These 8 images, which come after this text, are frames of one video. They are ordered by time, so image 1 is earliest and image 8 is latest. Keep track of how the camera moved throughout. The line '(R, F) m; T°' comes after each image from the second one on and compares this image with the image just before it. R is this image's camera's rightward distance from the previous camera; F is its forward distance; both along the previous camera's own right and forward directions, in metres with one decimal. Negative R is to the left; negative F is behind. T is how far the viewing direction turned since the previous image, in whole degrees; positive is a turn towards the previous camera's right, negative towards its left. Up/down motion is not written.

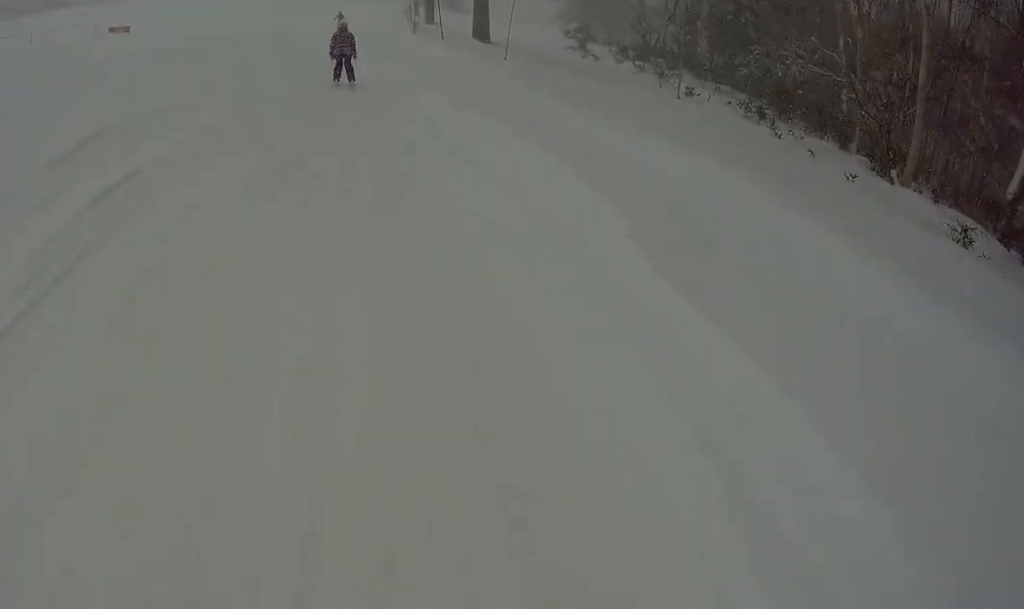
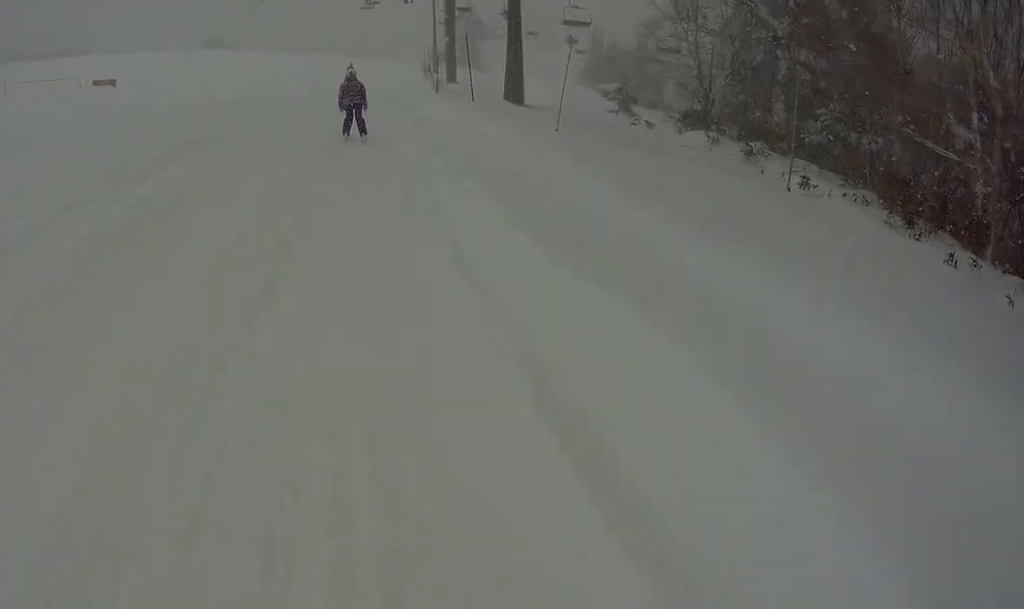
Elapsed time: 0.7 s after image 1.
(0.0, +5.6) m; 0°
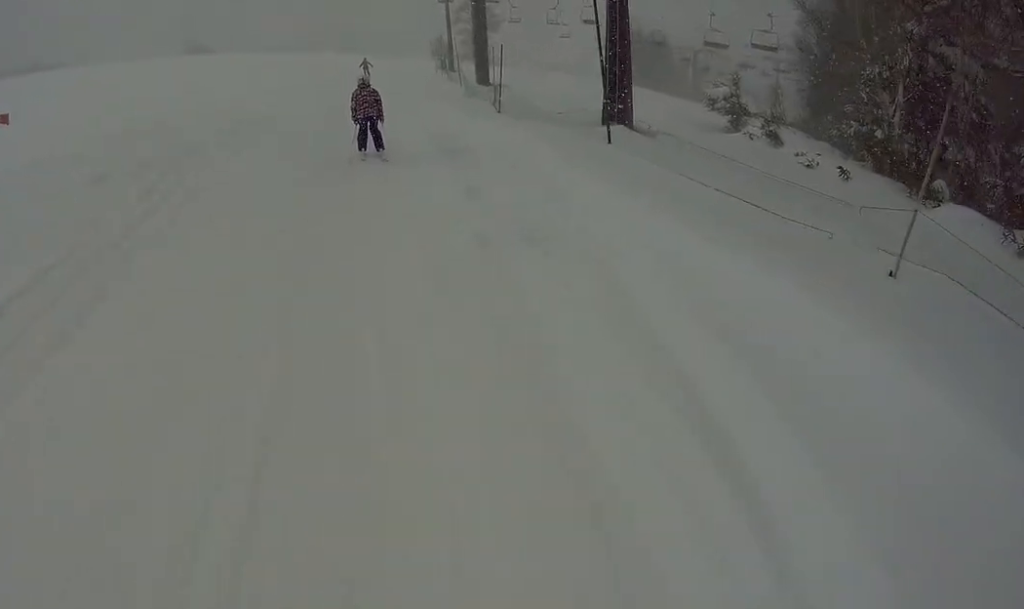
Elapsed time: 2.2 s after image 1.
(+0.3, +13.2) m; 0°
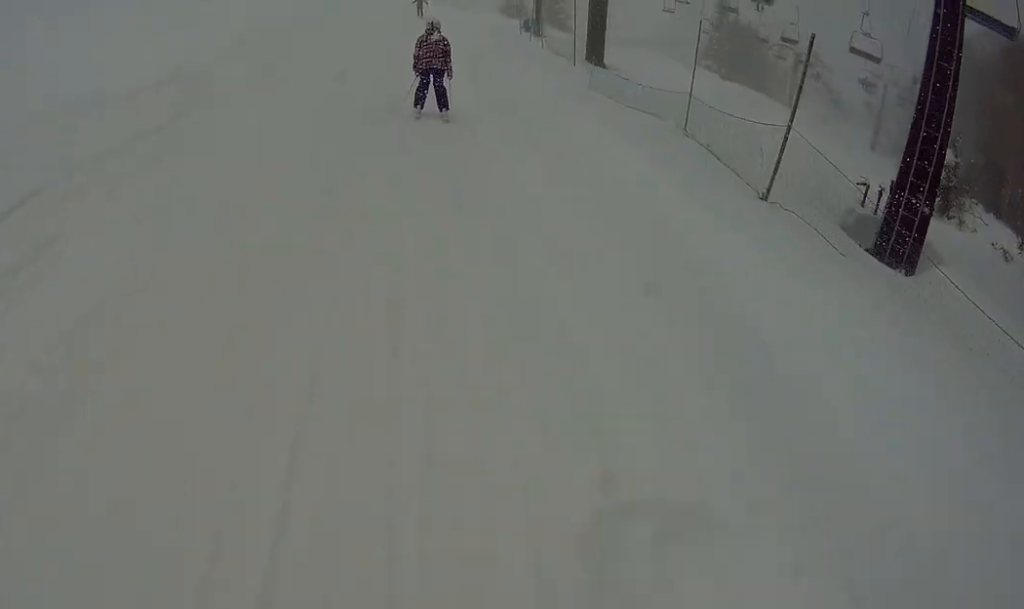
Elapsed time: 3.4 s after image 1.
(-1.2, +9.9) m; -1°
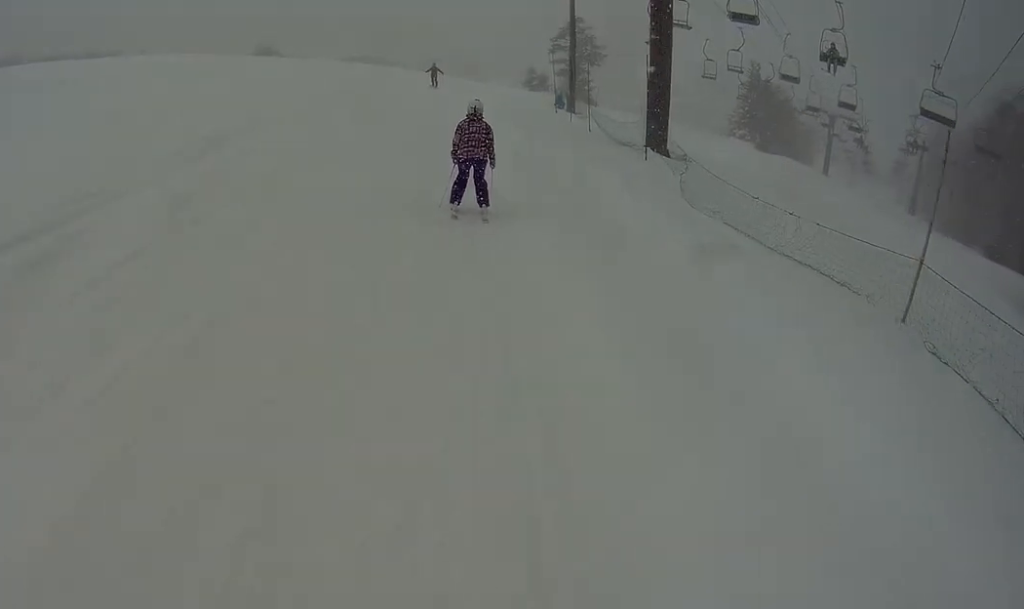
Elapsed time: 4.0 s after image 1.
(+0.8, +4.6) m; +6°
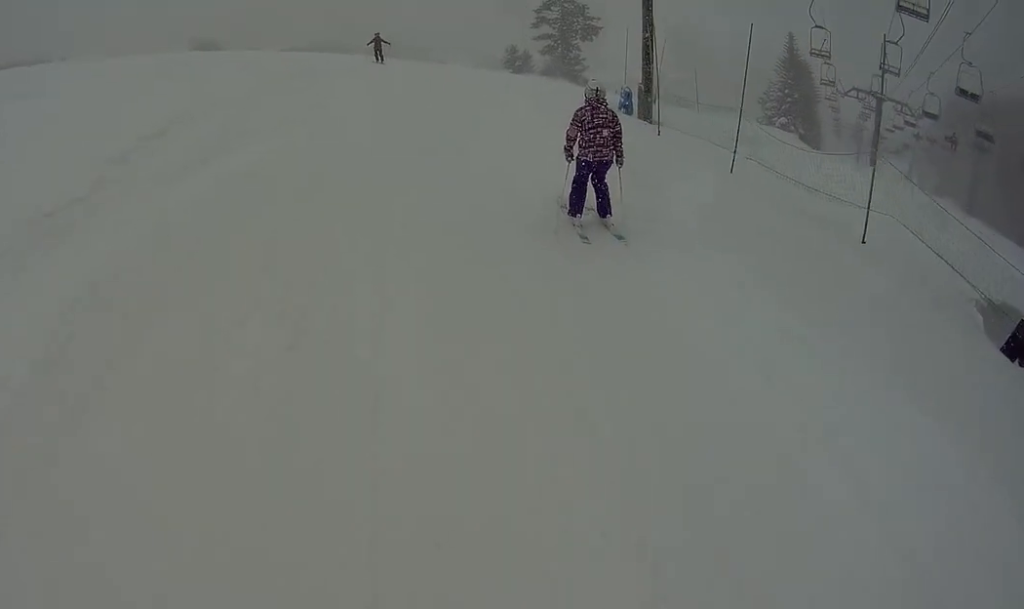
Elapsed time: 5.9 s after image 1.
(+1.0, +14.3) m; +4°
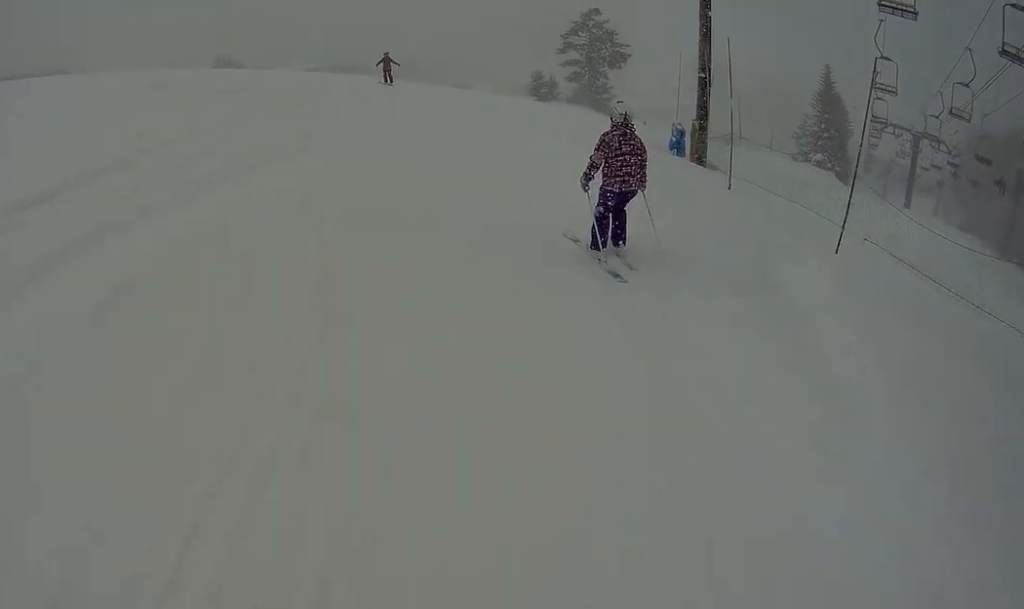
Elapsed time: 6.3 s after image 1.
(0.0, +3.0) m; 0°
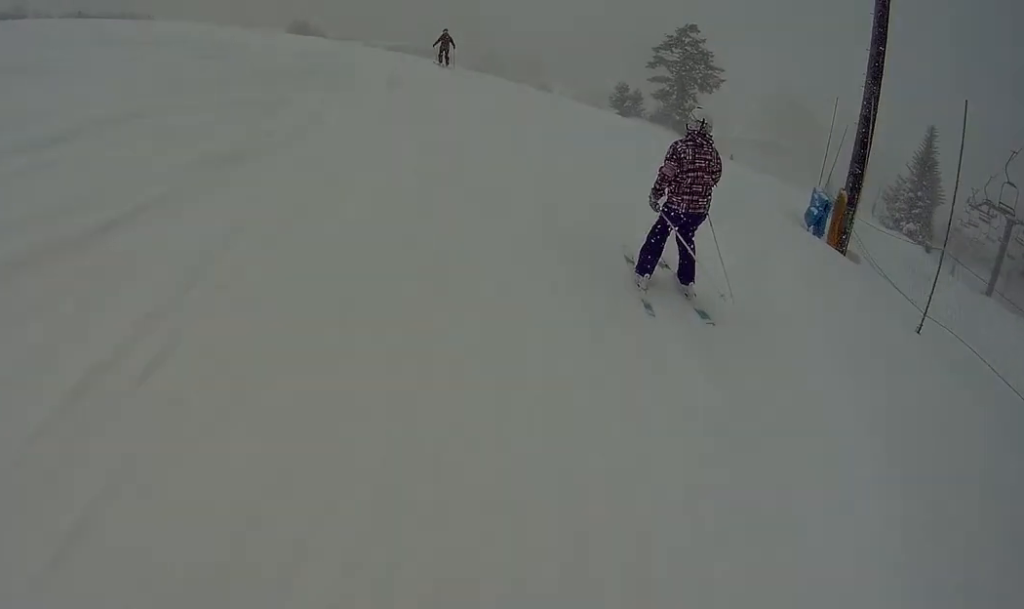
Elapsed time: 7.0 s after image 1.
(0.0, +4.7) m; -9°
